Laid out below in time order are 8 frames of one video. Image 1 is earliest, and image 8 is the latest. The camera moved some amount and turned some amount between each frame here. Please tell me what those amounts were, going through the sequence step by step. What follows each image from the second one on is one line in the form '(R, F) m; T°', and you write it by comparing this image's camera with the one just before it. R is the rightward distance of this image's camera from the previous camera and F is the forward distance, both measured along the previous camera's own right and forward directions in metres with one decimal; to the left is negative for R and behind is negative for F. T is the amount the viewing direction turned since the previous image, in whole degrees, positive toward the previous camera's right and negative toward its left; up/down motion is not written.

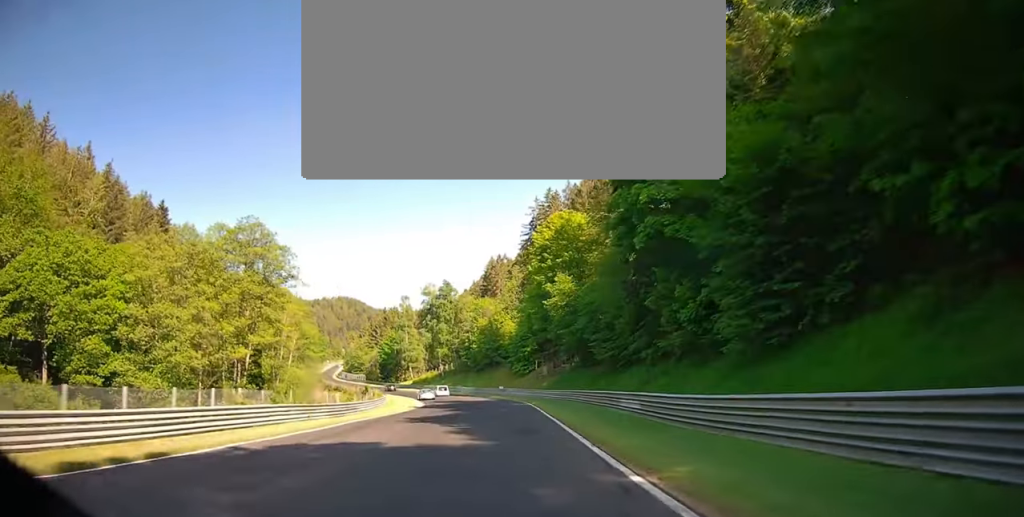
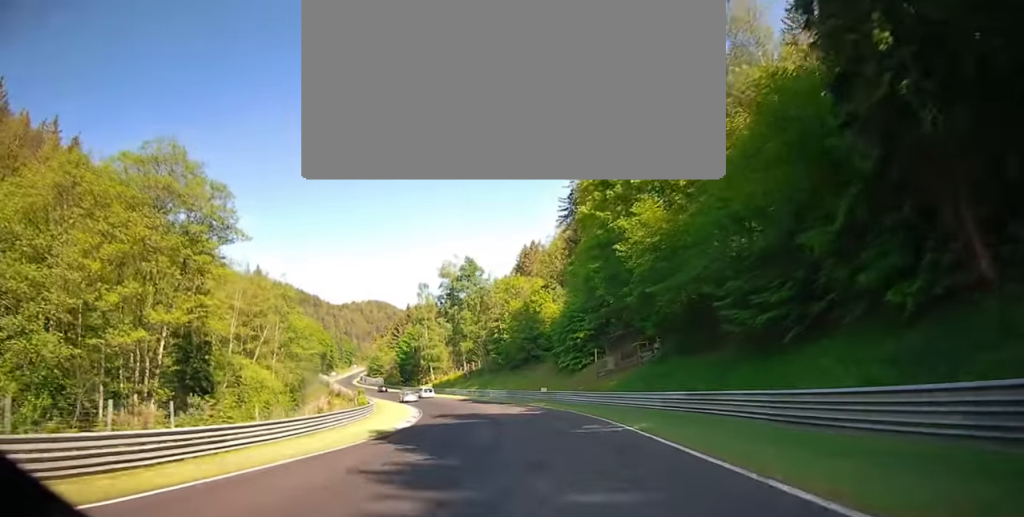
(-0.1, +23.6) m; -3°
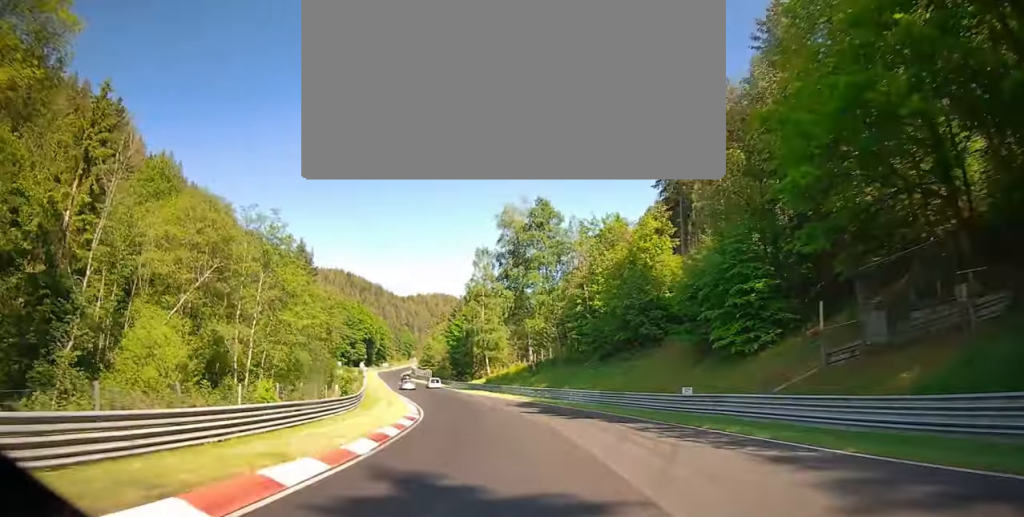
(-1.2, +28.4) m; -6°
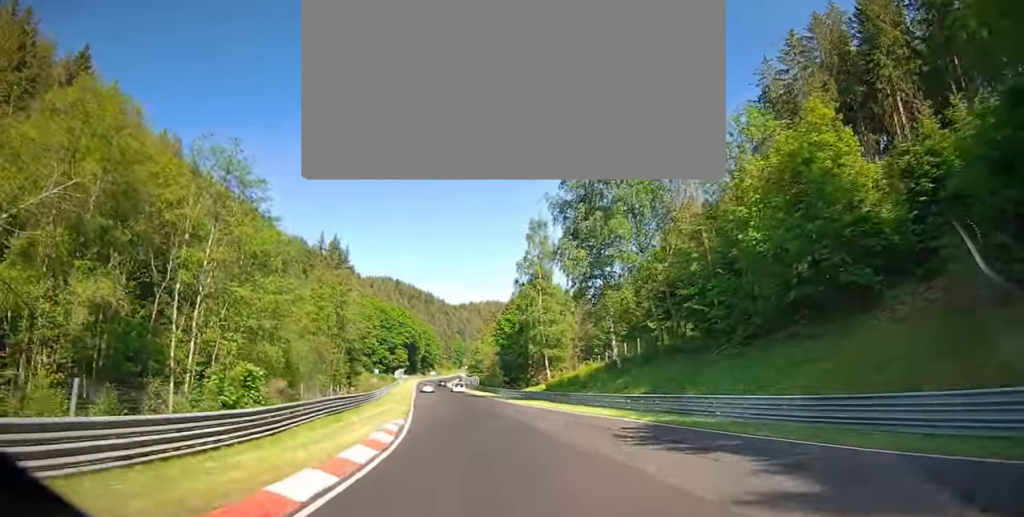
(-1.2, +22.0) m; -4°
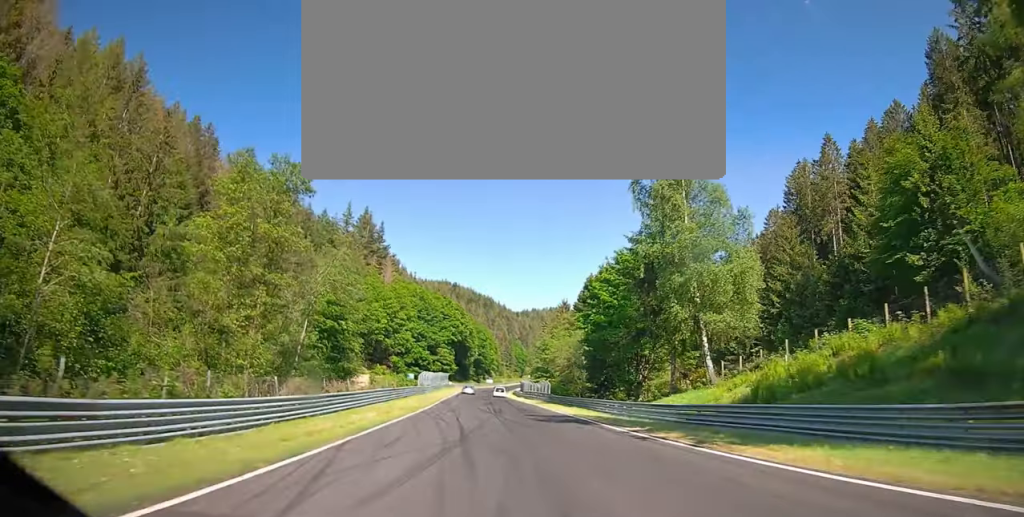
(-2.6, +40.0) m; -5°
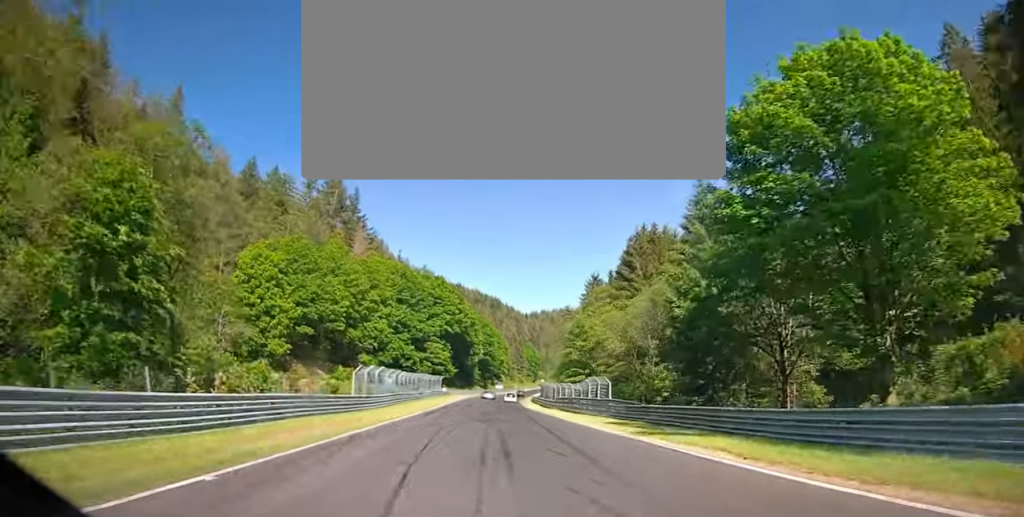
(-0.9, +35.5) m; -2°
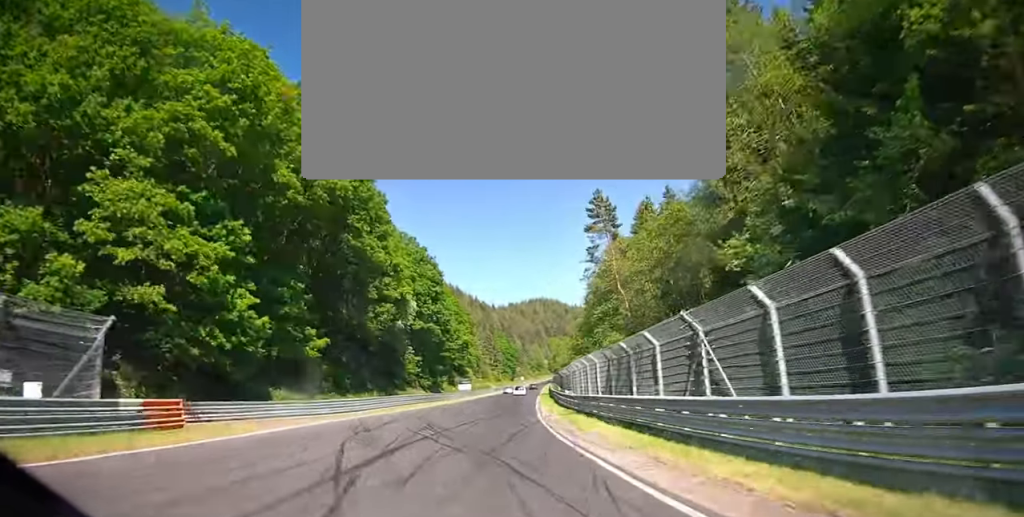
(+0.6, +78.1) m; +3°
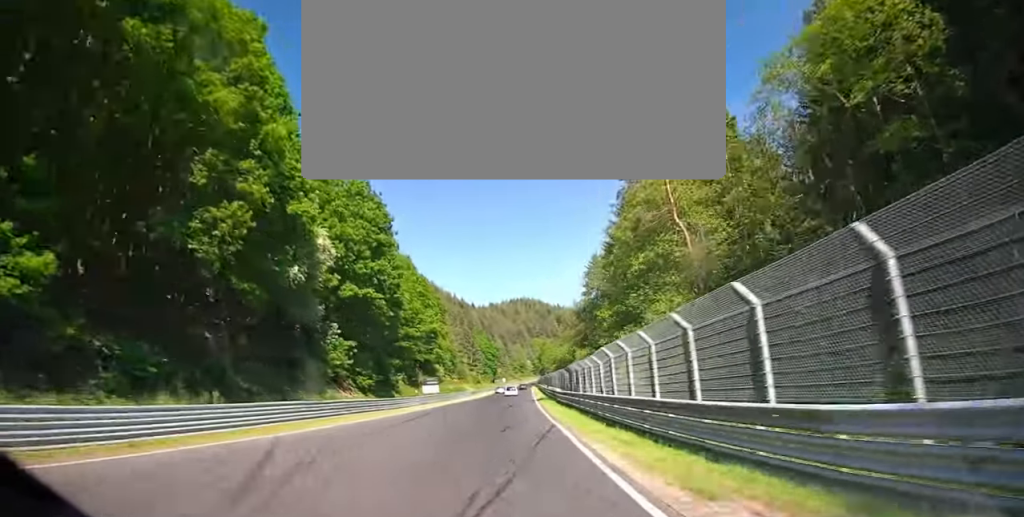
(+0.7, +24.9) m; +2°
